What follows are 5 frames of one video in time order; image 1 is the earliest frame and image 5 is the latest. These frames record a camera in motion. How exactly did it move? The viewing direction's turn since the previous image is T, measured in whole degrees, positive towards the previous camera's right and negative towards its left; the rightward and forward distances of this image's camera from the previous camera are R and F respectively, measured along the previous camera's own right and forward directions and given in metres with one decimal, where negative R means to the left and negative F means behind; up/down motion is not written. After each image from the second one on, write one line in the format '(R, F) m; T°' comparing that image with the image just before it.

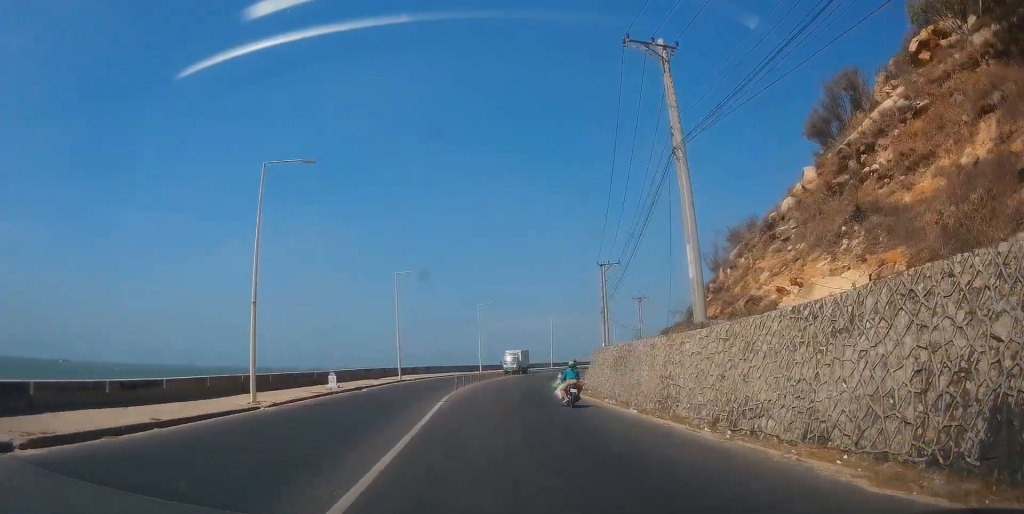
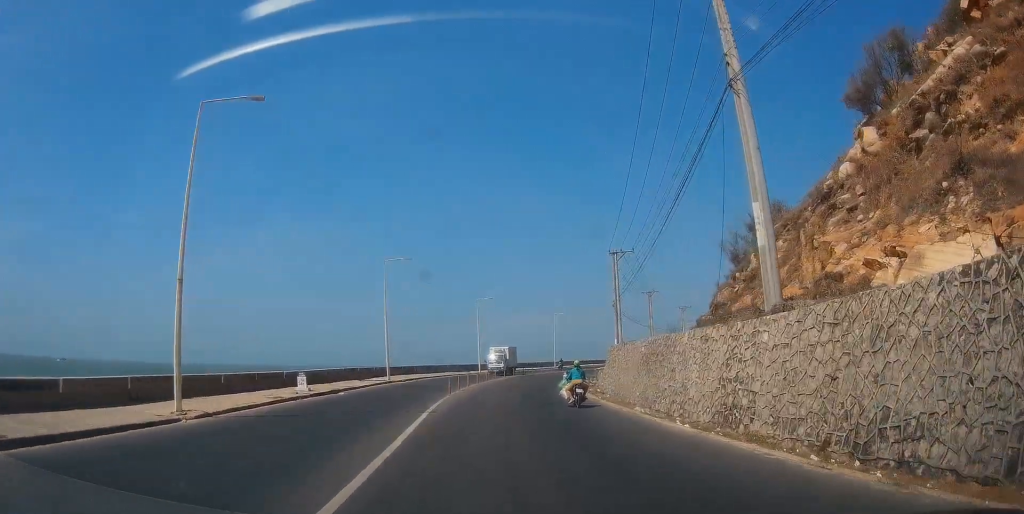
(0.0, +6.5) m; 0°
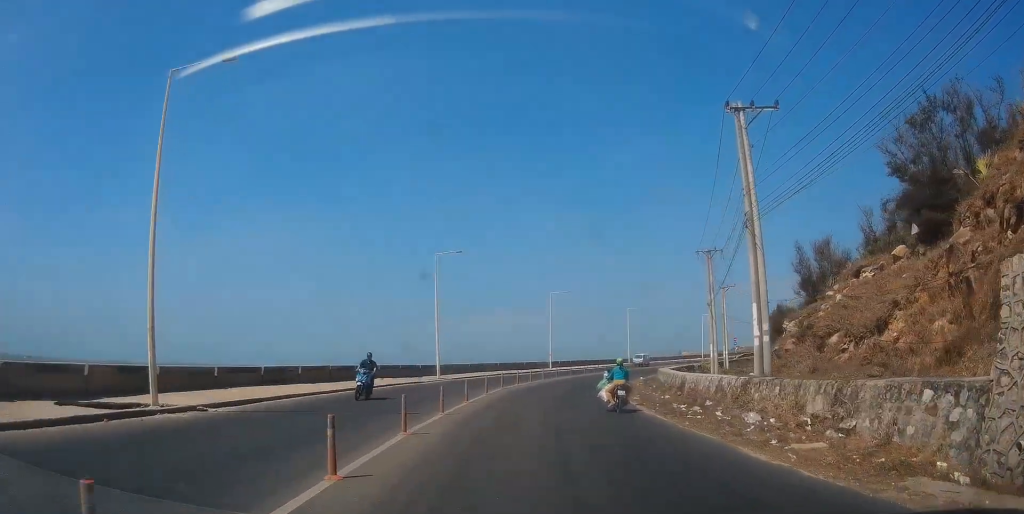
(+0.3, +36.8) m; +4°
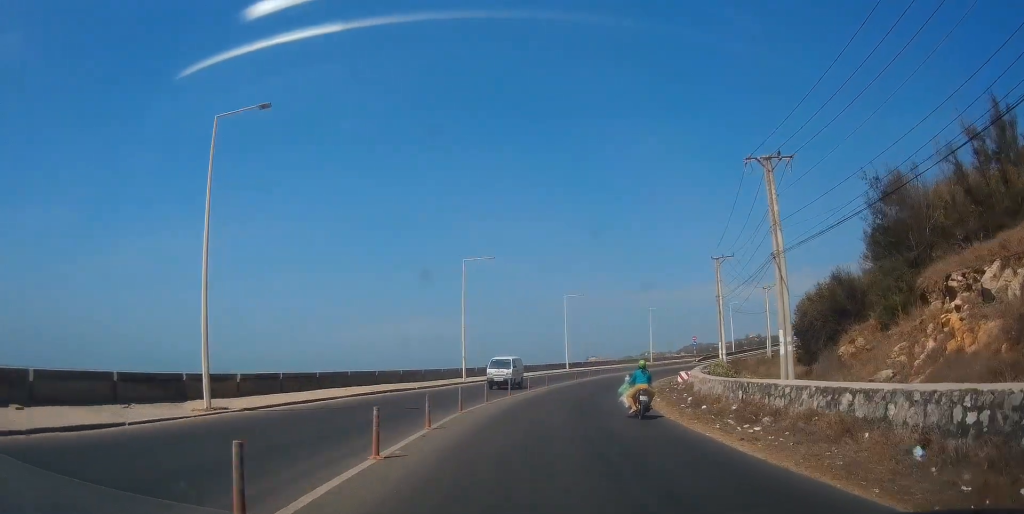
(+6.4, +40.3) m; +14°
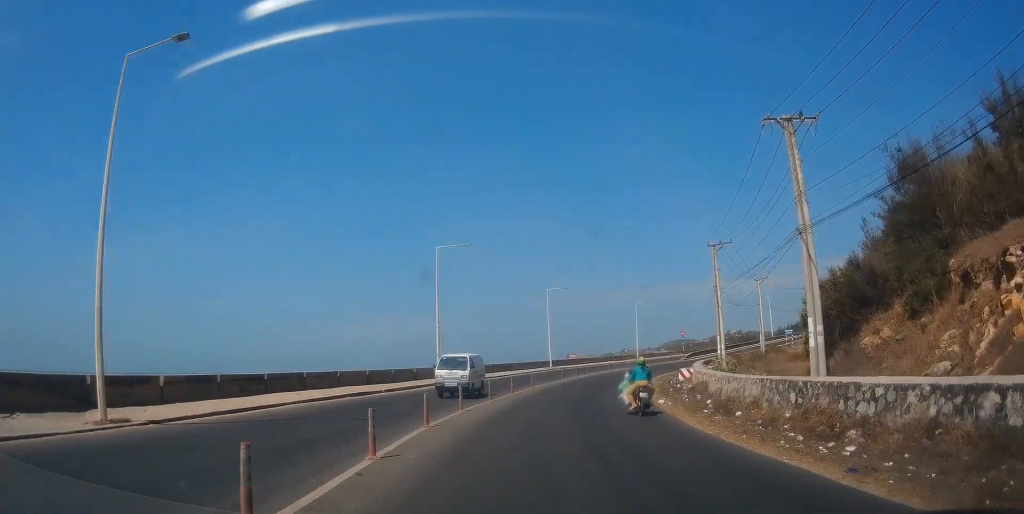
(0.0, +9.8) m; 0°
